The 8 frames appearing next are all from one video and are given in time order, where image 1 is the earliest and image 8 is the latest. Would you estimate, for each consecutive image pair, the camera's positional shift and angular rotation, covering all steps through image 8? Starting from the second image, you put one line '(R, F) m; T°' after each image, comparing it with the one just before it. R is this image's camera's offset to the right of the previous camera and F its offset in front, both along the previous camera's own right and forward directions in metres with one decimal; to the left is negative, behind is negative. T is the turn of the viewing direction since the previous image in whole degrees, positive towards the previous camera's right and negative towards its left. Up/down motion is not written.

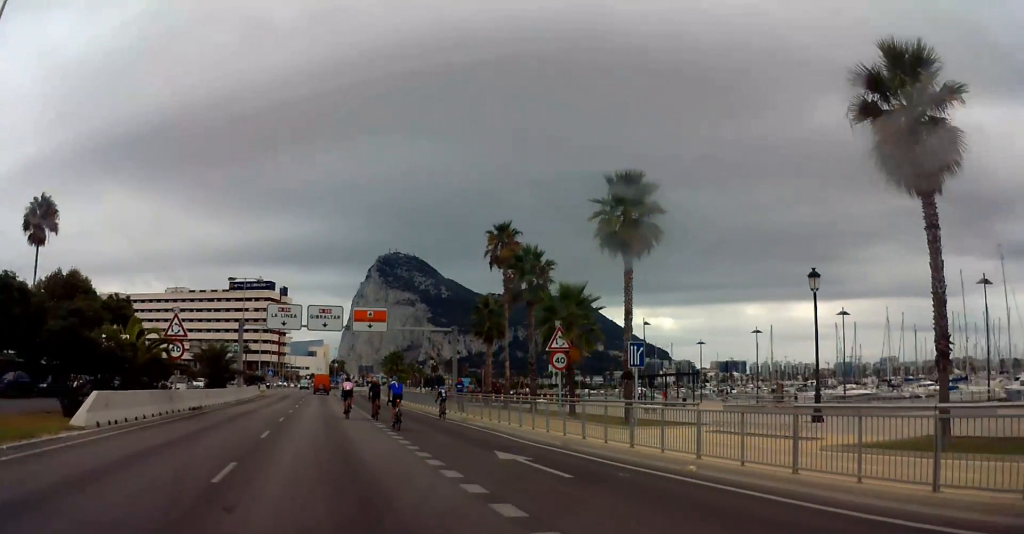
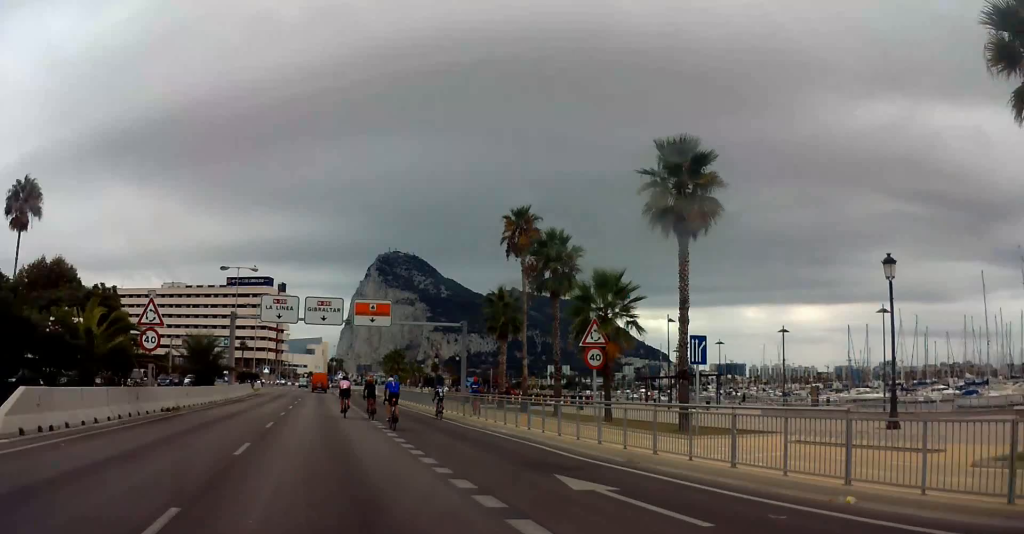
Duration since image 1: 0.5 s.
(0.0, +4.0) m; 0°
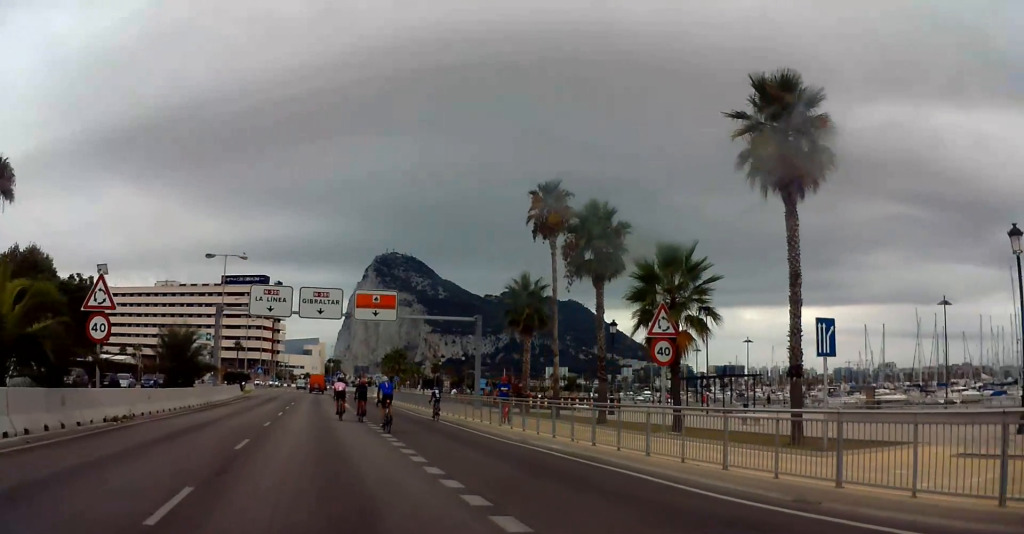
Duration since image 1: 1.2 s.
(0.0, +6.3) m; 0°
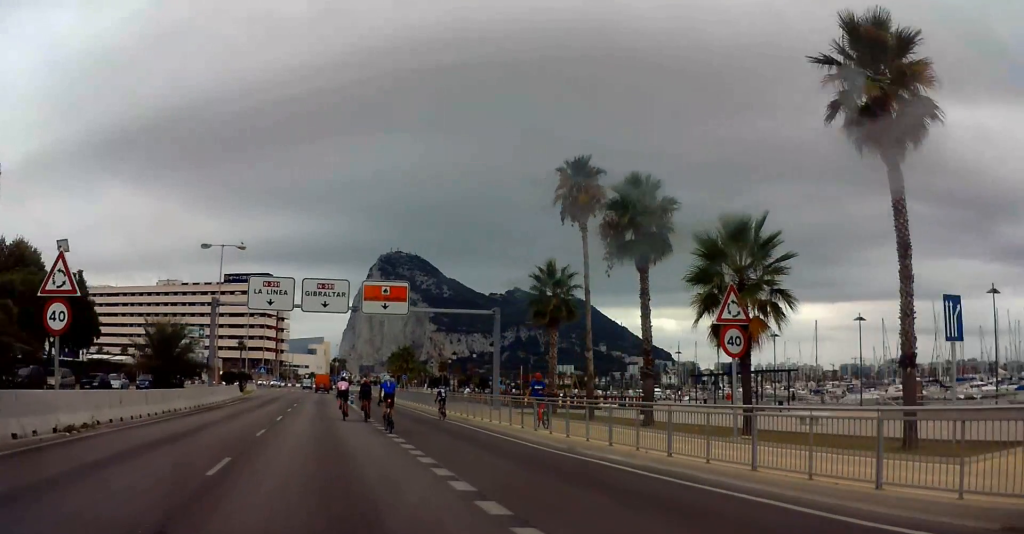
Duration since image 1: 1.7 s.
(0.0, +3.7) m; 0°
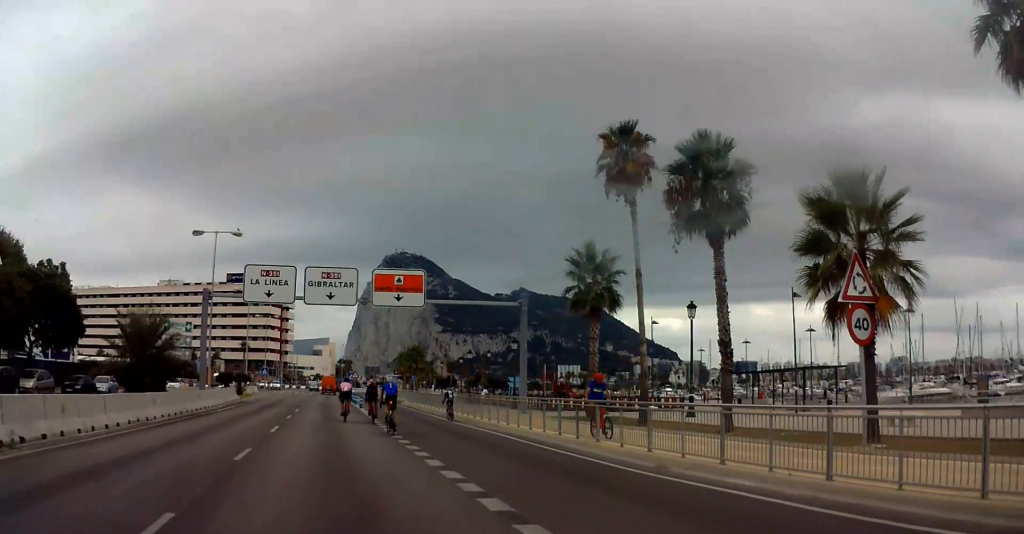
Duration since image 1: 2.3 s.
(0.0, +5.3) m; +1°
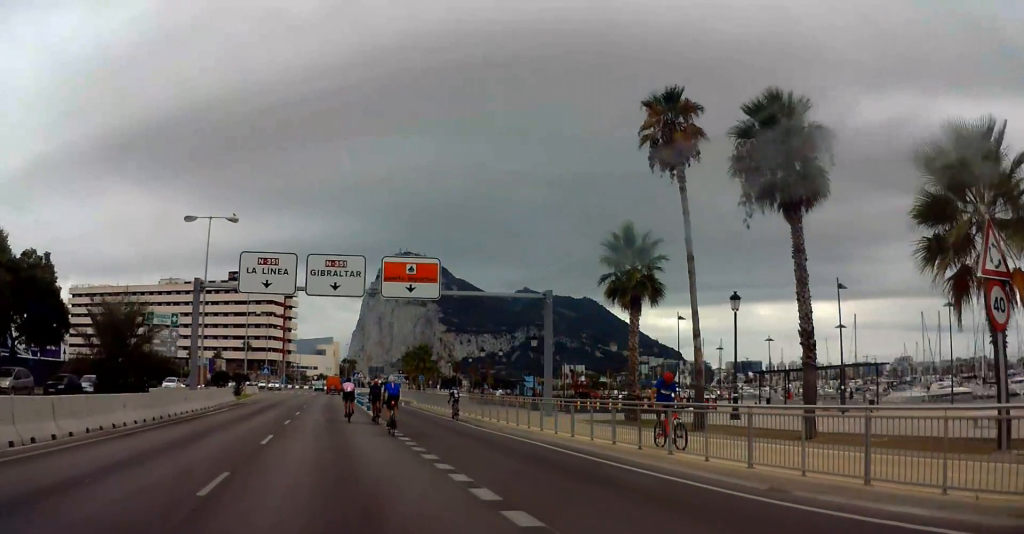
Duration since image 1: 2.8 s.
(0.0, +3.7) m; +1°
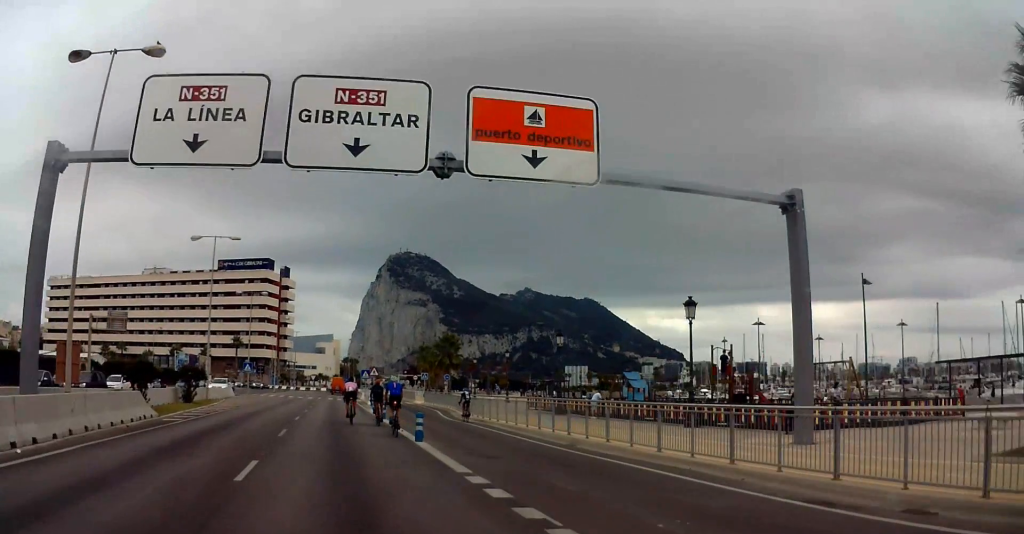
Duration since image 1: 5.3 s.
(+0.3, +19.8) m; -1°
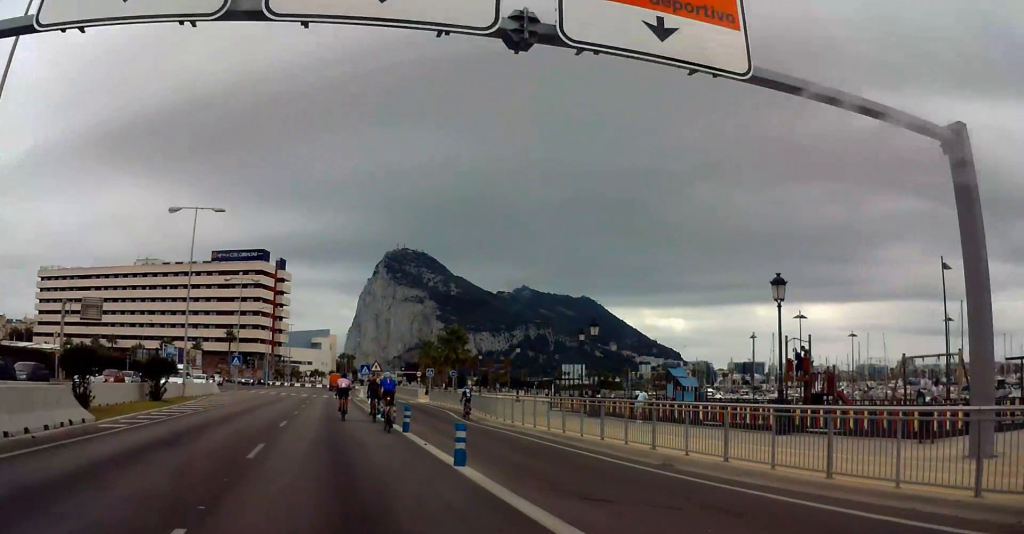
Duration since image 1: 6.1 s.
(-0.1, +6.3) m; -1°
